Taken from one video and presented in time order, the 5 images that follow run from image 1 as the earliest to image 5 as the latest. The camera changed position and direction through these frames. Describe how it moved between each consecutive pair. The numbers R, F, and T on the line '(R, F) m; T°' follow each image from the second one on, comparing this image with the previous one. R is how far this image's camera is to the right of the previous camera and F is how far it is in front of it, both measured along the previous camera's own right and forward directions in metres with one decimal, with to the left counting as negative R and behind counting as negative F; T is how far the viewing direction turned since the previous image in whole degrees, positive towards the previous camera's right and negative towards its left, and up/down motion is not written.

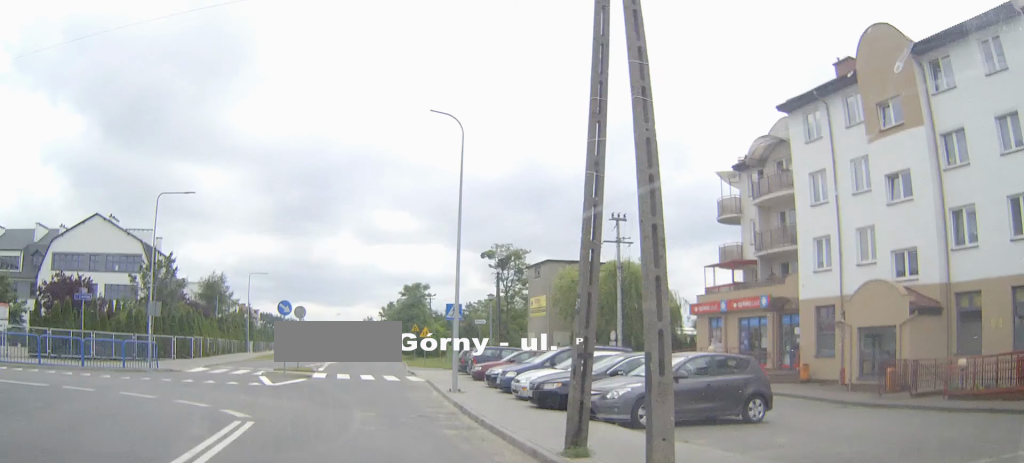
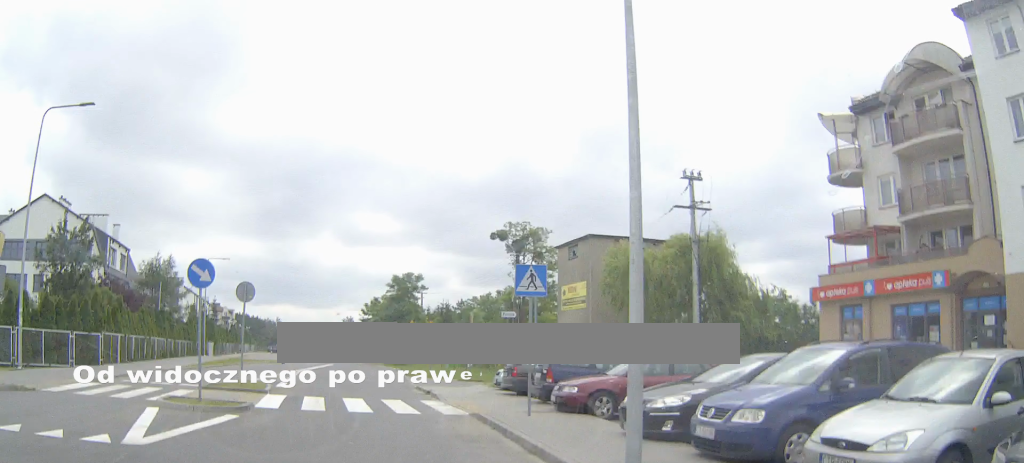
(+0.5, +13.5) m; +4°
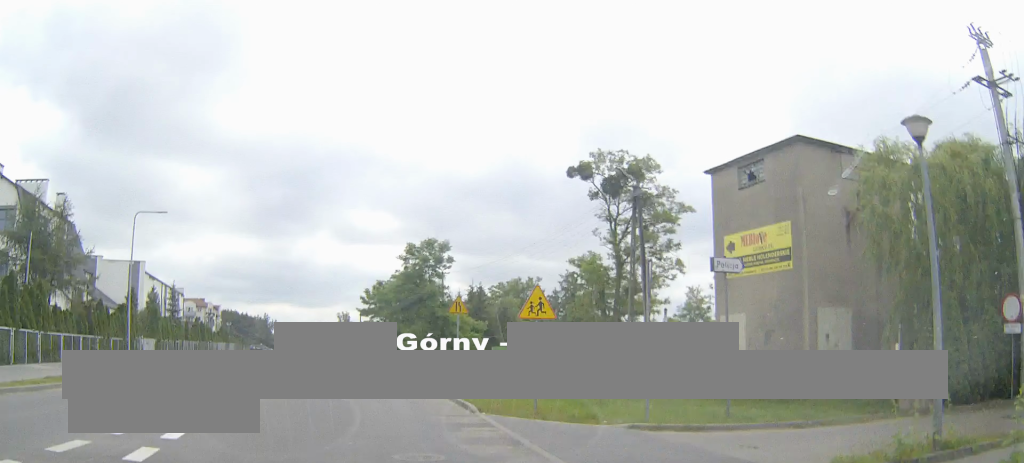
(+0.2, +20.9) m; -2°
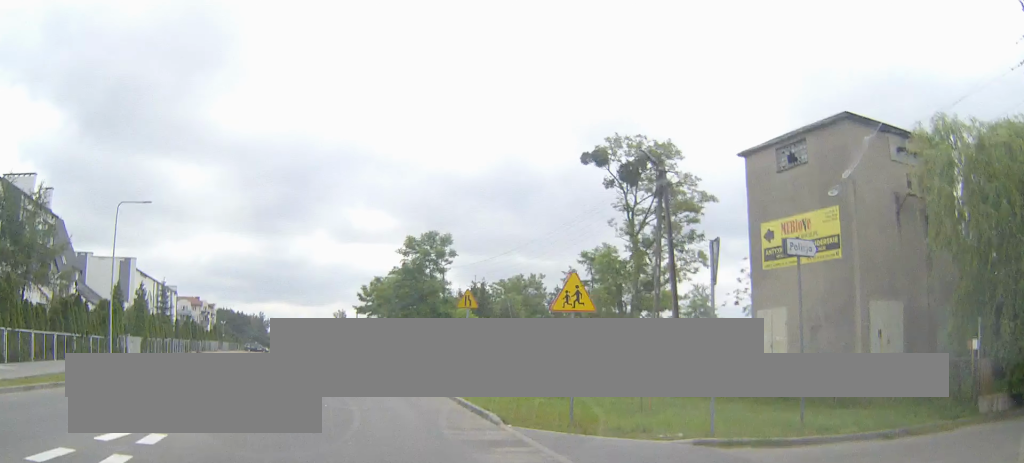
(0.0, +2.8) m; -1°
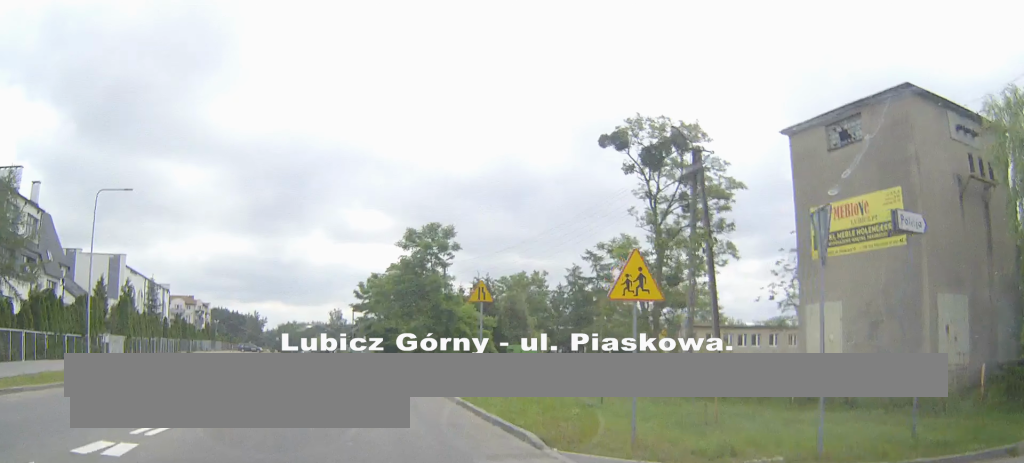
(0.0, +3.1) m; 0°
